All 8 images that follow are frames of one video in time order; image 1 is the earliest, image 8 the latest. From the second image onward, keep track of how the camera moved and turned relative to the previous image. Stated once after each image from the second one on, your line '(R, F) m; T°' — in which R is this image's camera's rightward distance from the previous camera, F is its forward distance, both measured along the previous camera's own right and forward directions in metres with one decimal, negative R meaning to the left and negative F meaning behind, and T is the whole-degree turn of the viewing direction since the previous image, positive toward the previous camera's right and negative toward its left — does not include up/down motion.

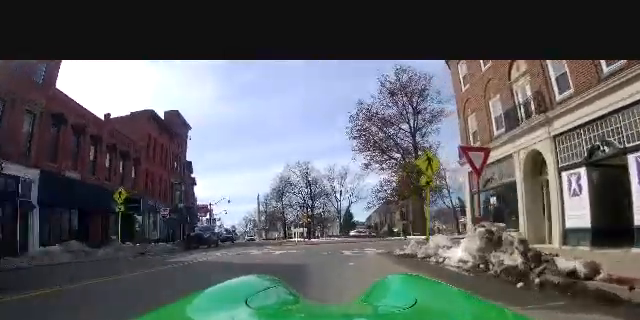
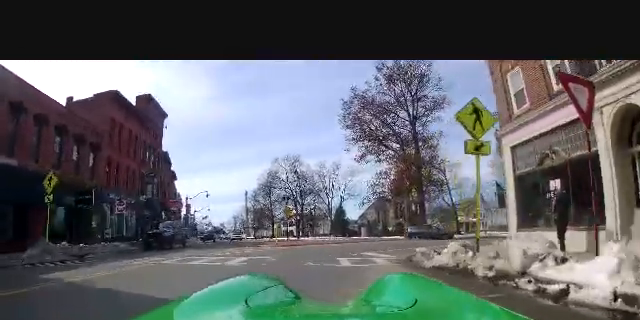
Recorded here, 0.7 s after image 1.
(0.0, +5.4) m; 0°
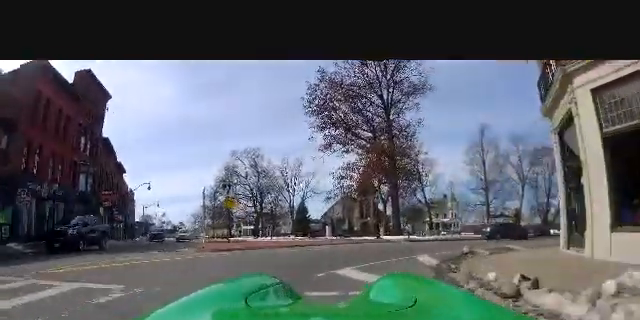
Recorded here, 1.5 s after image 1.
(0.0, +6.5) m; 0°
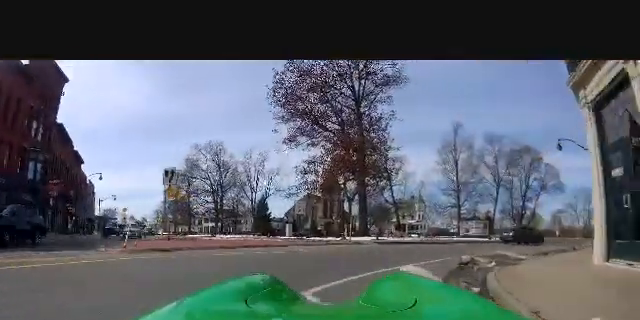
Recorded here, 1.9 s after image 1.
(0.0, +3.1) m; 0°
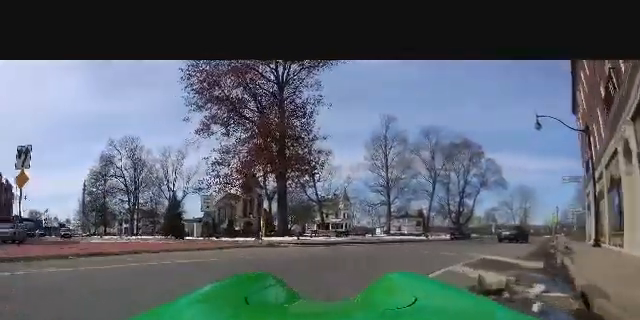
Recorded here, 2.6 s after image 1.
(0.0, +5.0) m; +1°
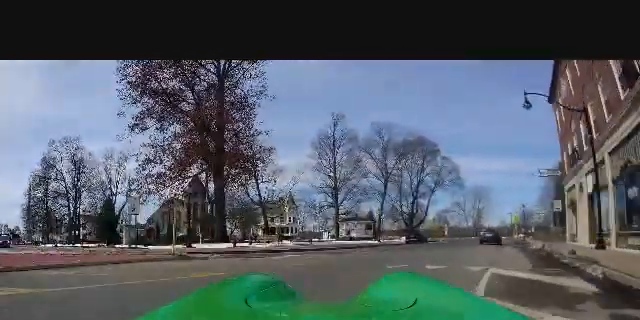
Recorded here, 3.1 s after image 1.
(0.0, +3.4) m; +2°
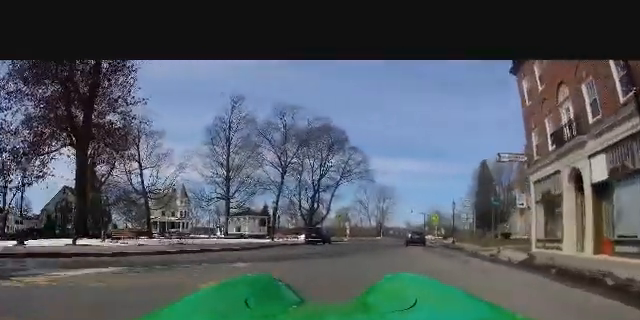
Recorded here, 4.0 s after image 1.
(+0.2, +6.7) m; +8°
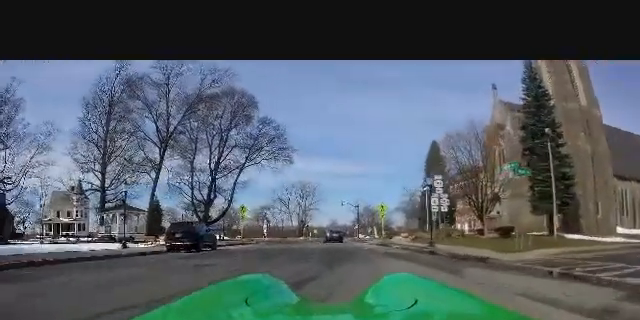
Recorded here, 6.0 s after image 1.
(+3.7, +13.7) m; +37°
